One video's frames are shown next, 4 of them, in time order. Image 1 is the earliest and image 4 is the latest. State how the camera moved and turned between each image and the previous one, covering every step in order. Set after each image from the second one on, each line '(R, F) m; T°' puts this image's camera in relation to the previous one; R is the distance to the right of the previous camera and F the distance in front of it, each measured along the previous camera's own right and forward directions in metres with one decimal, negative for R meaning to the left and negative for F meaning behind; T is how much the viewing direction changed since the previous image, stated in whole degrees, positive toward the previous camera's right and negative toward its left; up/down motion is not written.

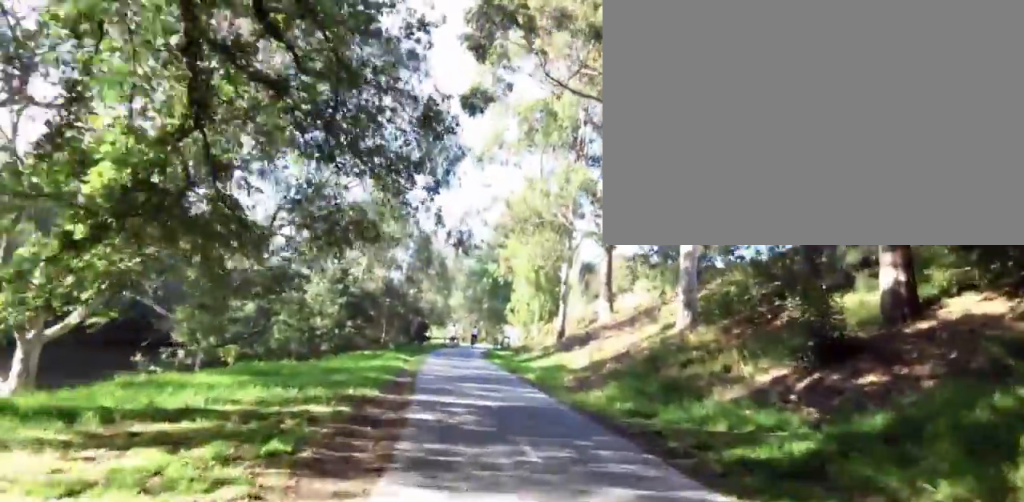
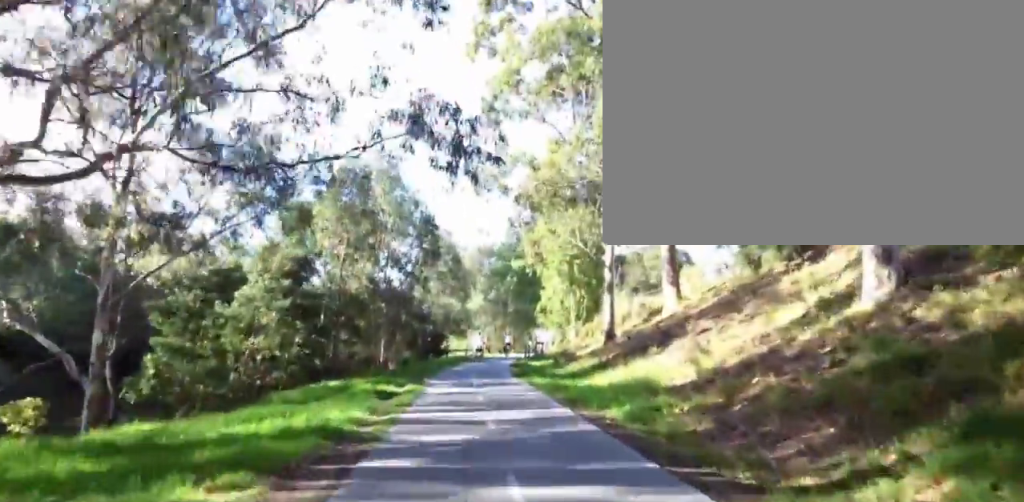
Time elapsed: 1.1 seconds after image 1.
(0.0, +9.0) m; -8°
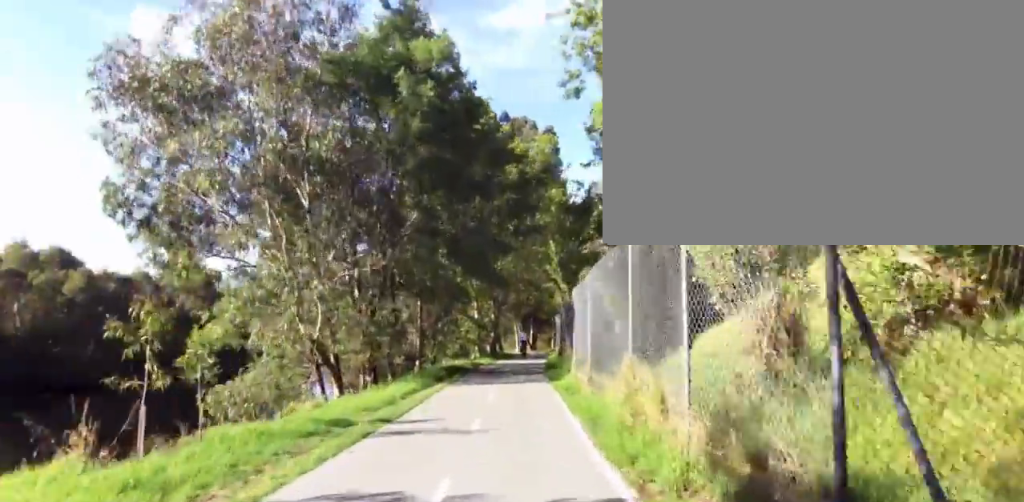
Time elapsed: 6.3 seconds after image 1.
(+0.3, +43.3) m; +5°
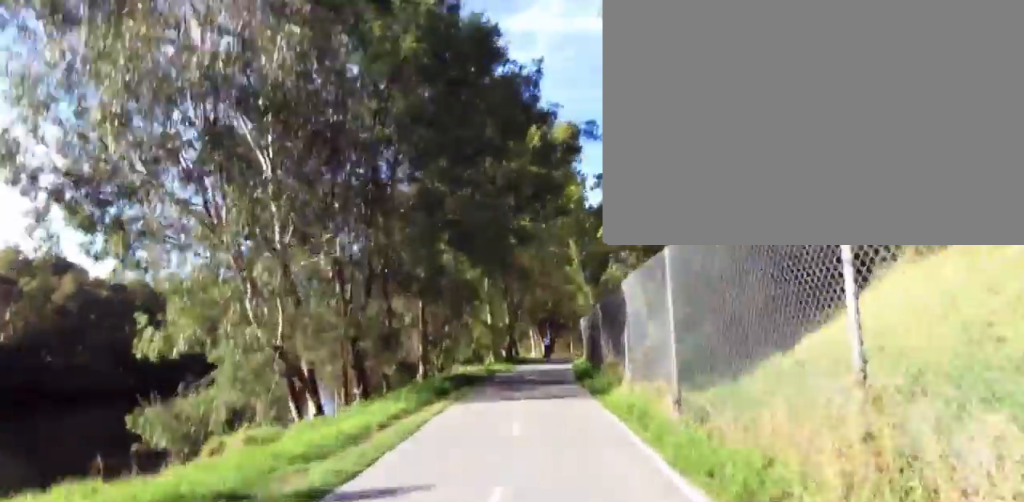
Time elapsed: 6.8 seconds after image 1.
(+0.4, +4.4) m; +4°
